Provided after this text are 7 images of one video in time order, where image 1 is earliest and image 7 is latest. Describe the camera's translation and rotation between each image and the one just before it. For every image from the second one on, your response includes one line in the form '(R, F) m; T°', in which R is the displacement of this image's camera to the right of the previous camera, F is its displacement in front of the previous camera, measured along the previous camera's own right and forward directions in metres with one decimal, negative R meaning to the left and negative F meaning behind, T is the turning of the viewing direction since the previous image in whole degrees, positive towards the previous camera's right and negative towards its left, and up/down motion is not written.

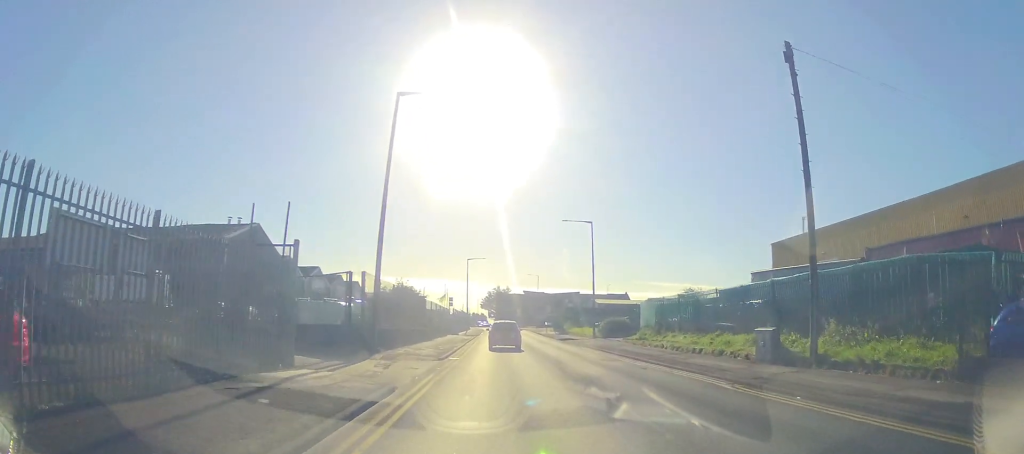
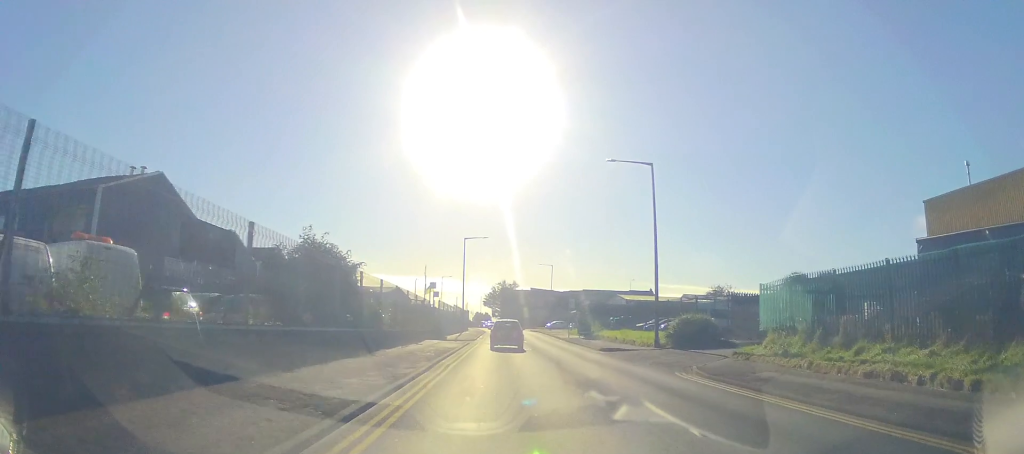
(0.0, +18.3) m; 0°
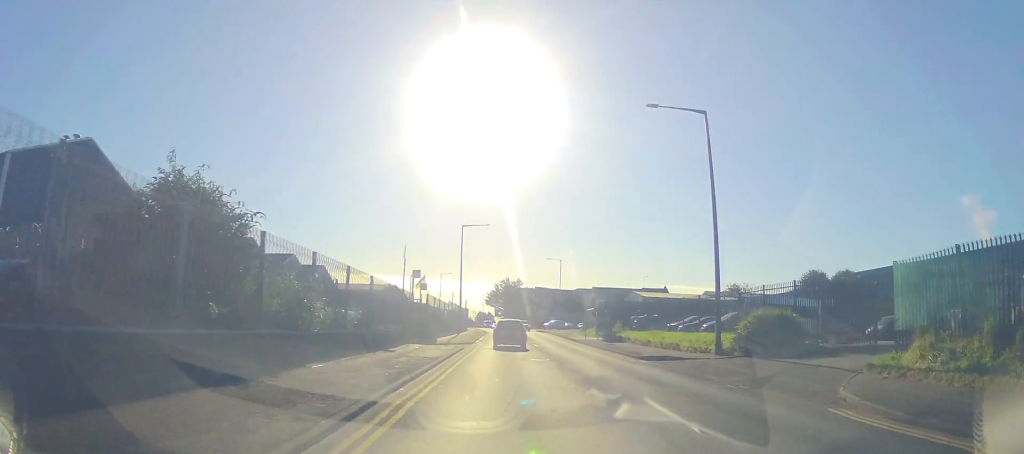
(0.0, +8.7) m; 0°
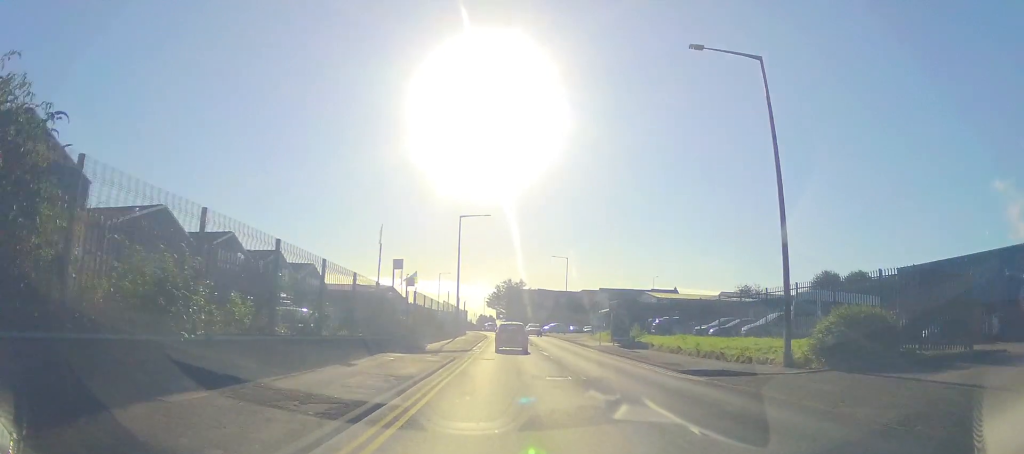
(-0.1, +5.9) m; 0°
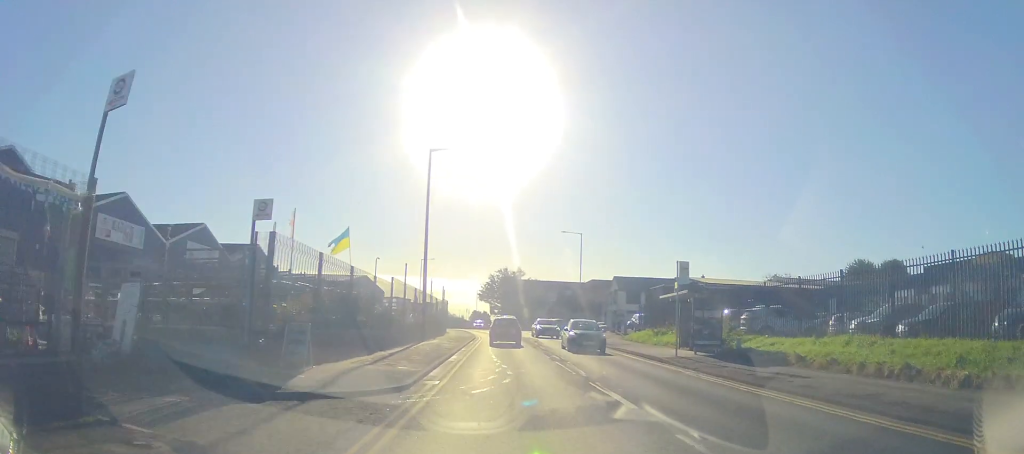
(0.0, +17.9) m; 0°
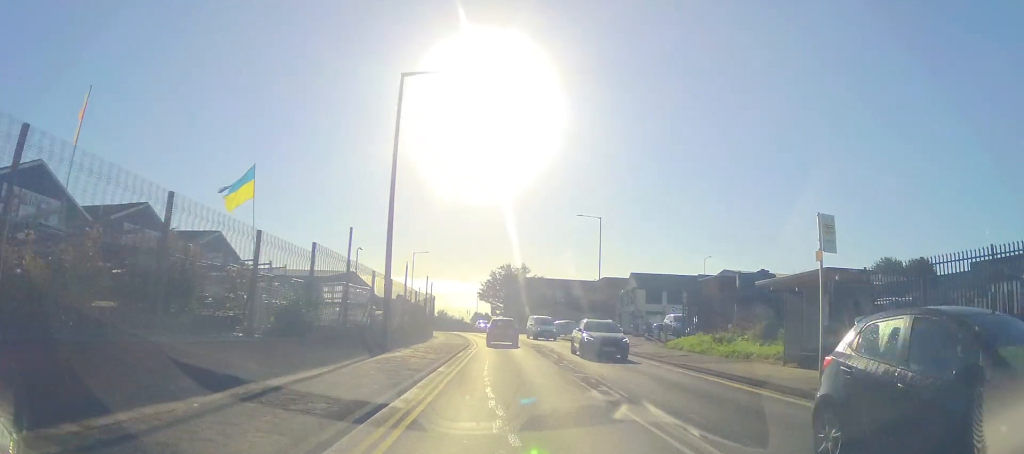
(+0.2, +9.9) m; -1°
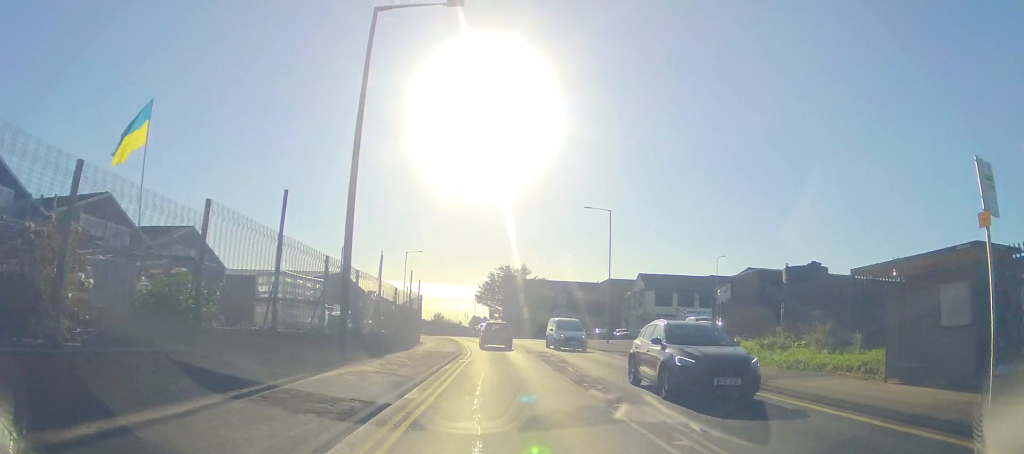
(-0.1, +5.1) m; -1°
